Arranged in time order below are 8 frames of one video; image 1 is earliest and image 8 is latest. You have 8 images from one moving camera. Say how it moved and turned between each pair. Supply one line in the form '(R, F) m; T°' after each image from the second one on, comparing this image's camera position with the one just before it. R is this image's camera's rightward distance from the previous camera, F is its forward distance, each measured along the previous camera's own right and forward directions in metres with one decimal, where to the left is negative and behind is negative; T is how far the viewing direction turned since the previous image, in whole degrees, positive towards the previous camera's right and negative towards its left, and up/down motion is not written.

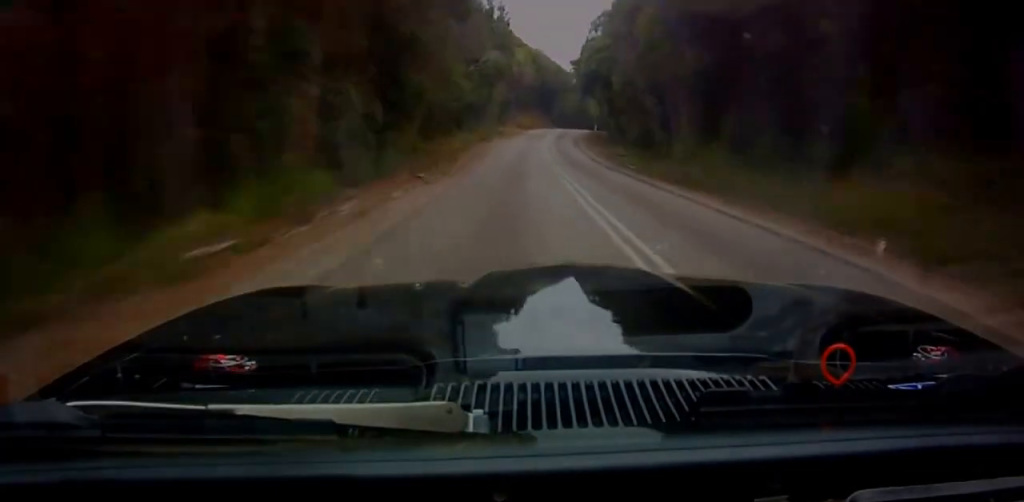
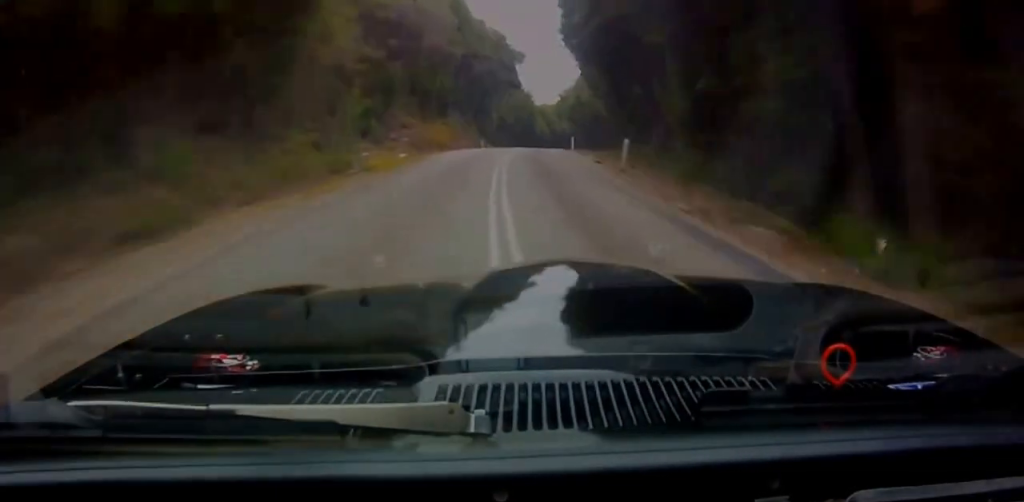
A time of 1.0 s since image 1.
(+1.2, +48.9) m; +3°
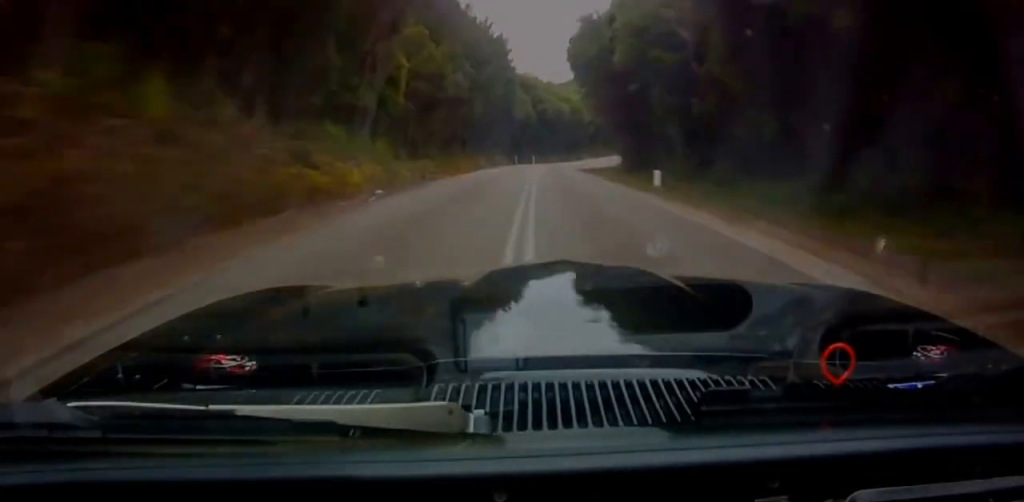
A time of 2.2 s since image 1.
(+2.2, +57.3) m; +6°
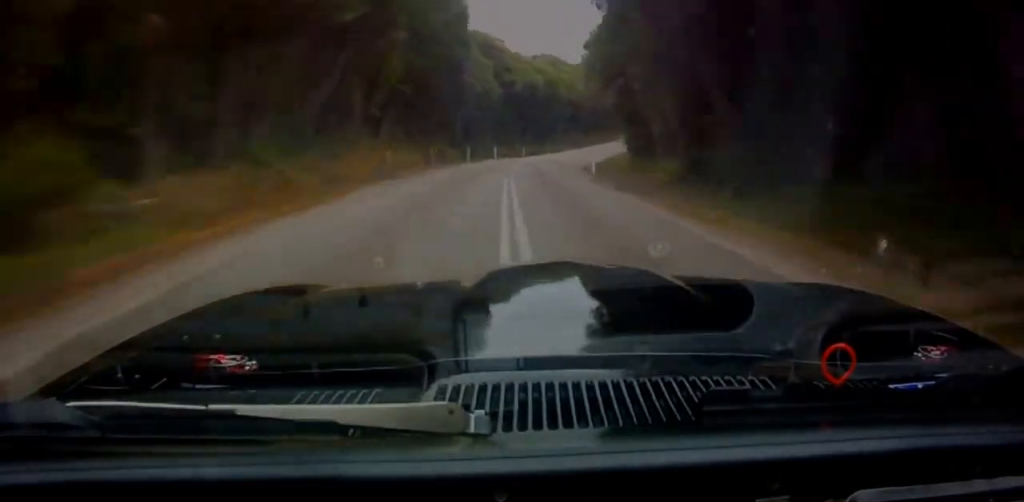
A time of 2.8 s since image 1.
(+0.4, +26.9) m; +4°
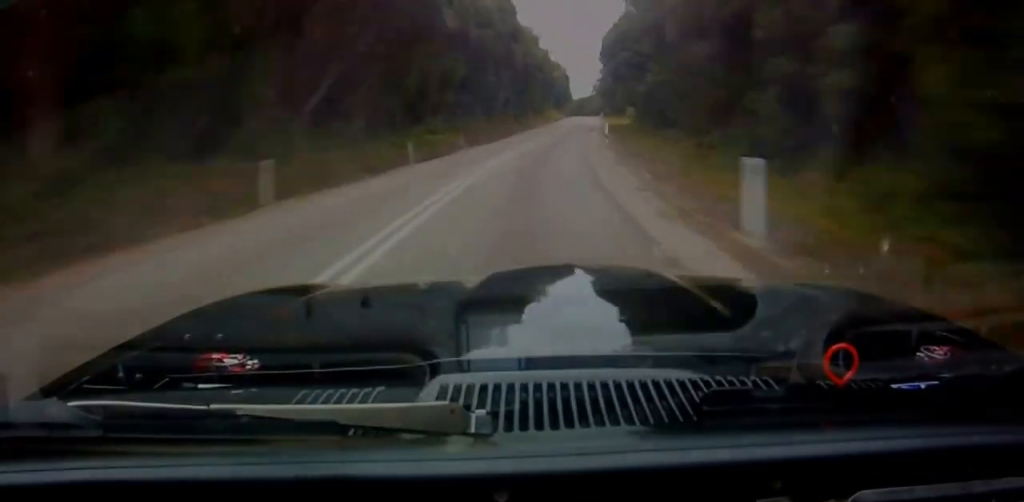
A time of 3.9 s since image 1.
(+4.5, +55.7) m; +9°
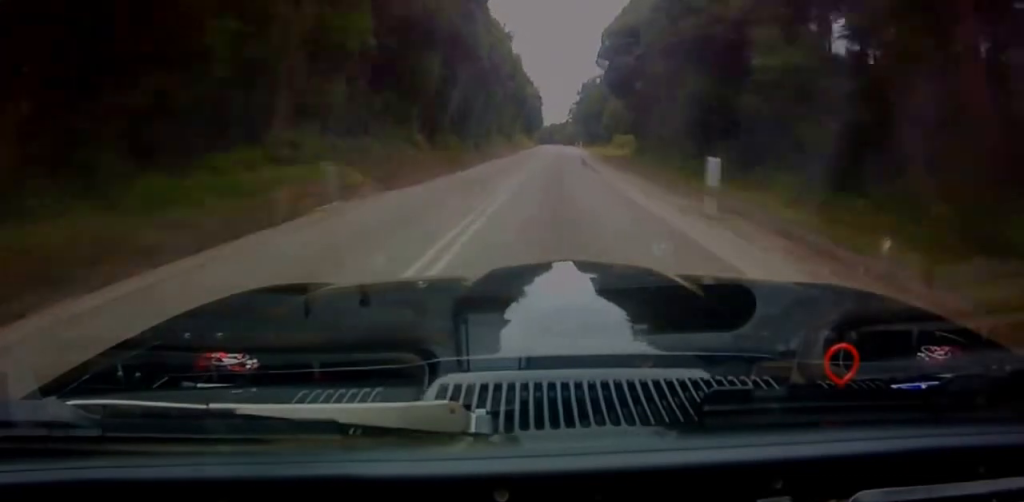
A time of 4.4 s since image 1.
(+0.7, +21.1) m; +3°
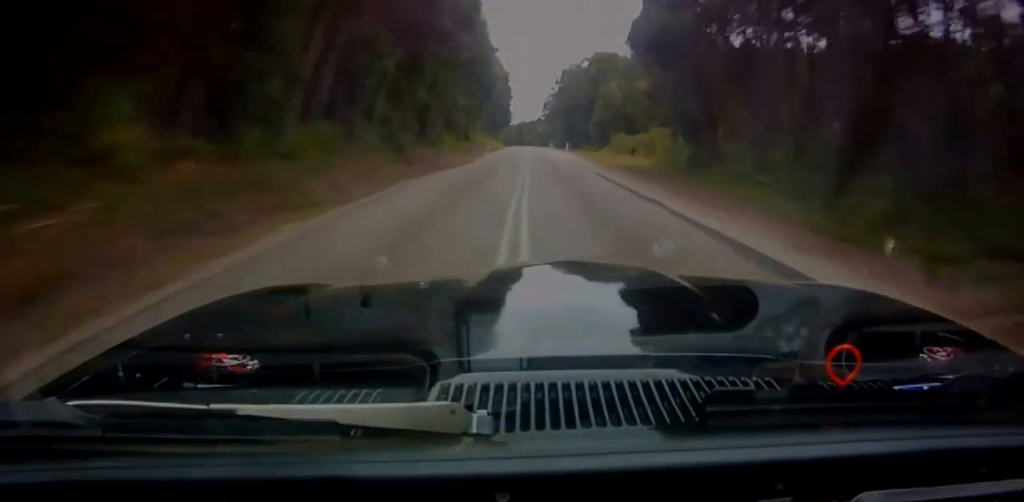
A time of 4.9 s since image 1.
(+0.9, +25.9) m; +3°
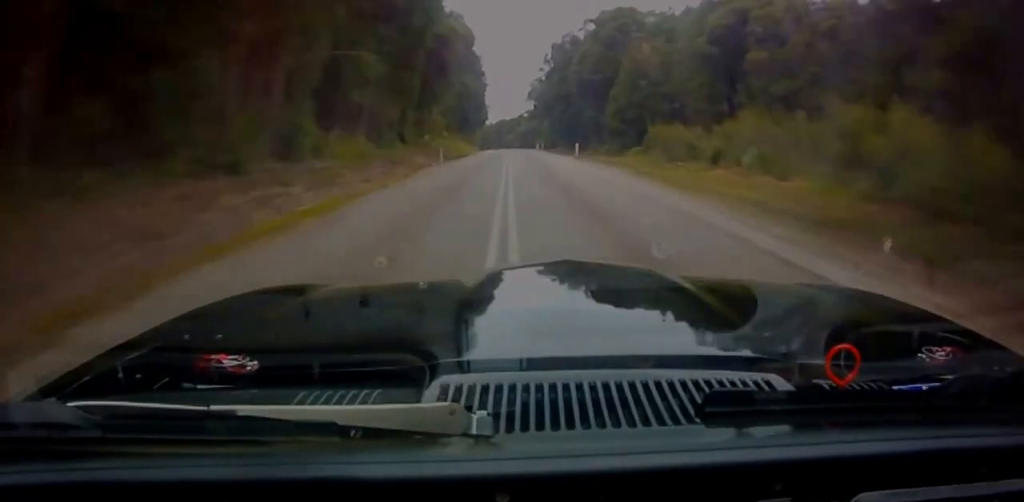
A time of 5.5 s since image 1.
(+1.3, +27.6) m; +2°
